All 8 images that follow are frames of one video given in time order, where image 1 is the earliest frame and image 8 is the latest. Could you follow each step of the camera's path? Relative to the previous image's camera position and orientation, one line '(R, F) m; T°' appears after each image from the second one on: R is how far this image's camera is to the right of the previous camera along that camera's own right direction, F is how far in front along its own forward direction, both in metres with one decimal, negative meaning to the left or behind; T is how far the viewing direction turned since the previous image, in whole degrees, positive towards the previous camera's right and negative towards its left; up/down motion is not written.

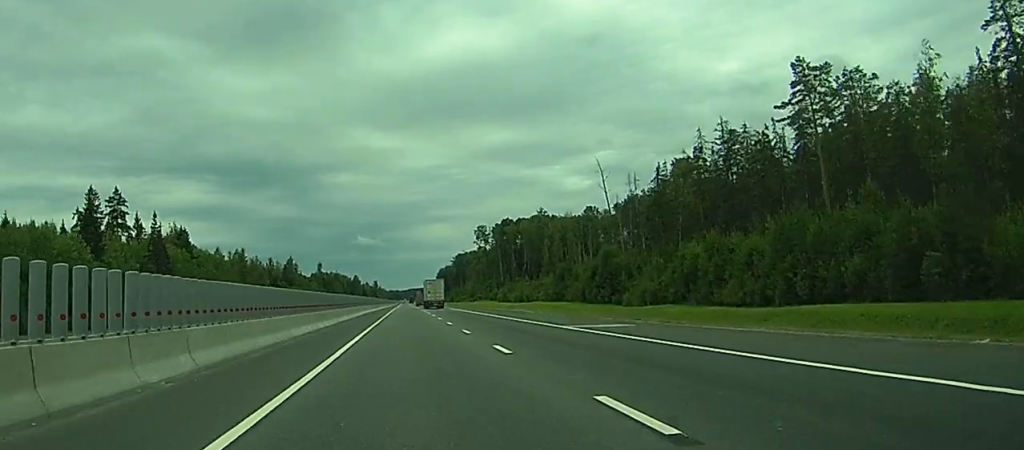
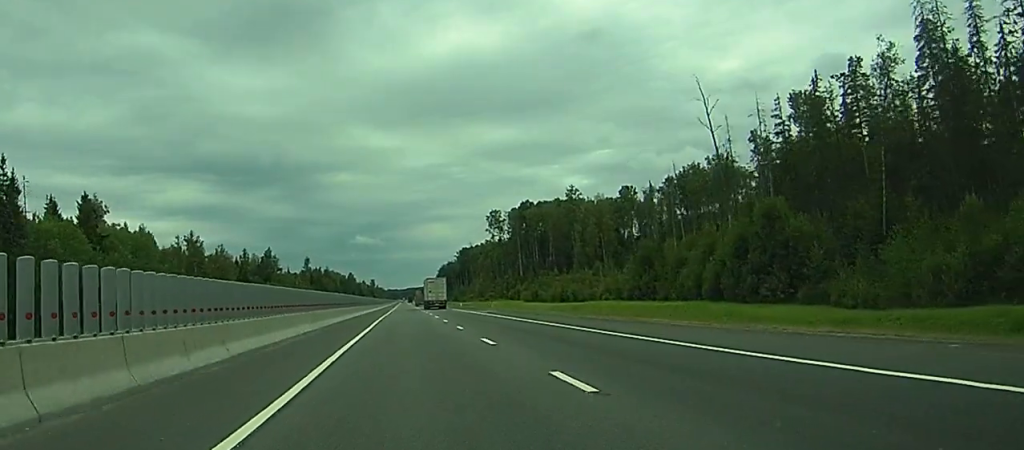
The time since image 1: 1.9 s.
(-0.2, +56.3) m; 0°
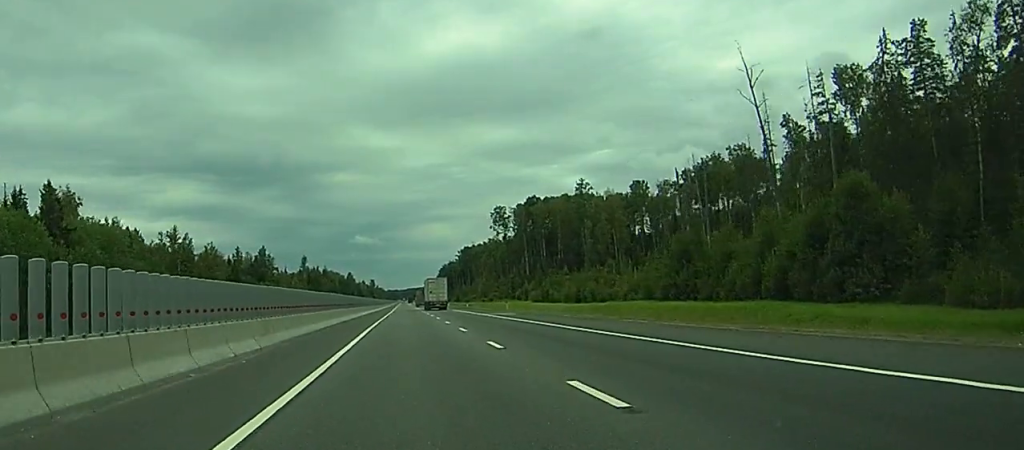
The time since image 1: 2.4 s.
(0.0, +13.8) m; 0°
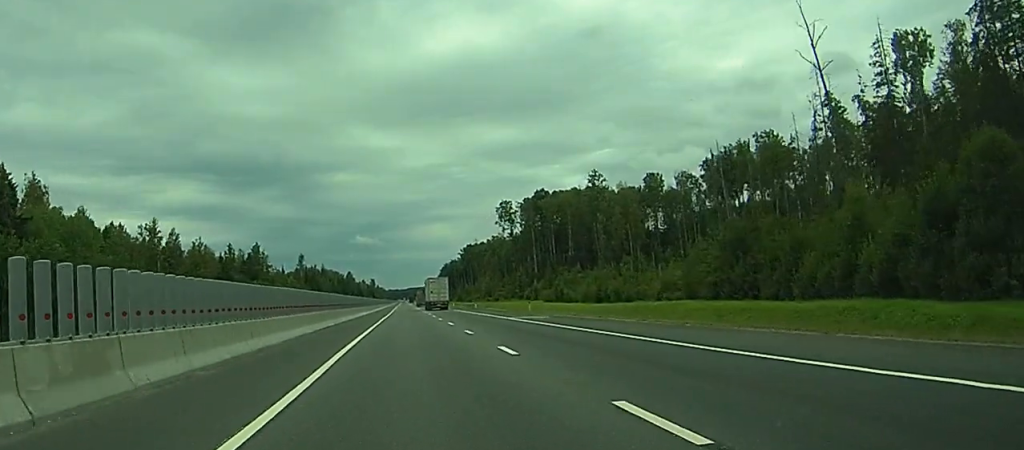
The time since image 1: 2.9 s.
(0.0, +15.0) m; 0°
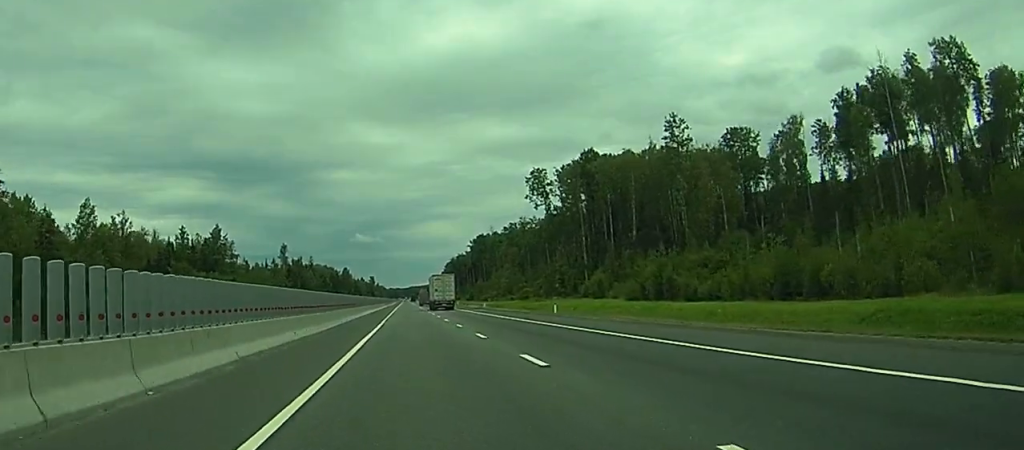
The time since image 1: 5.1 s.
(0.0, +67.3) m; 0°
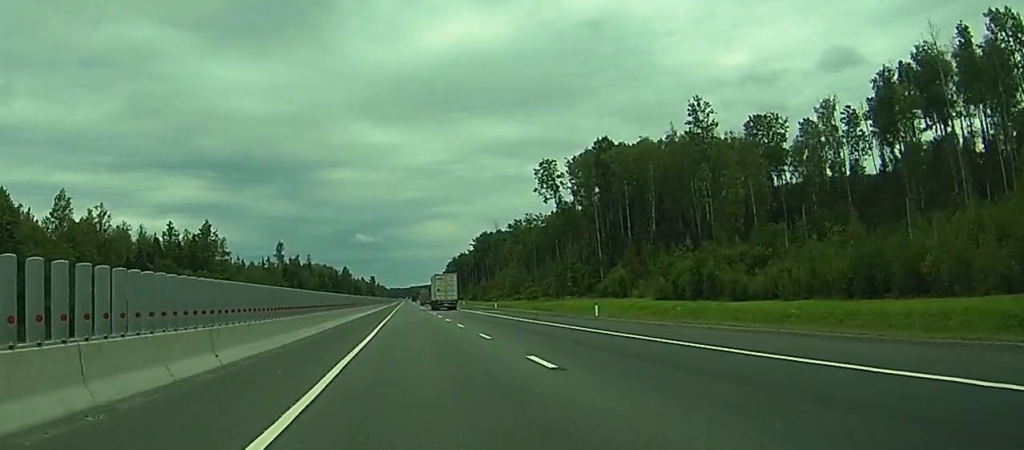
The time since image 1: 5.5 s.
(0.0, +13.4) m; 0°
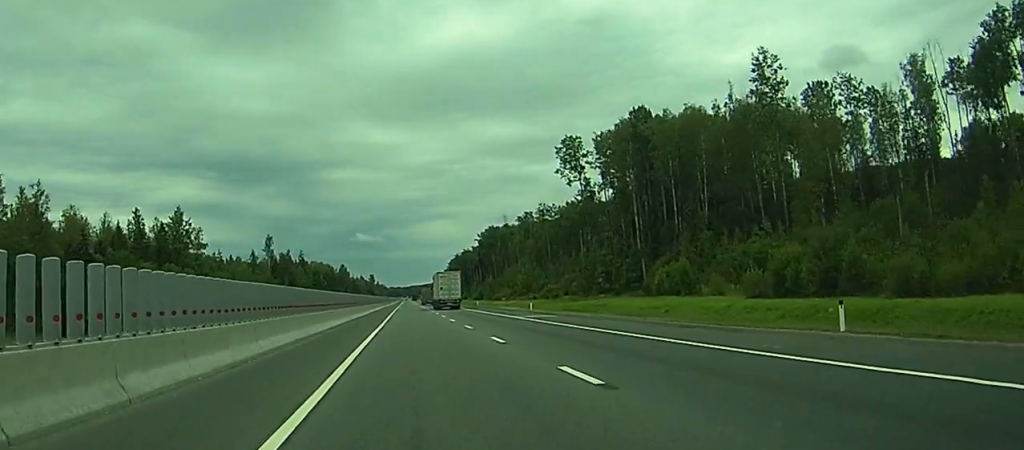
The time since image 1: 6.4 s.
(-0.2, +25.7) m; 0°
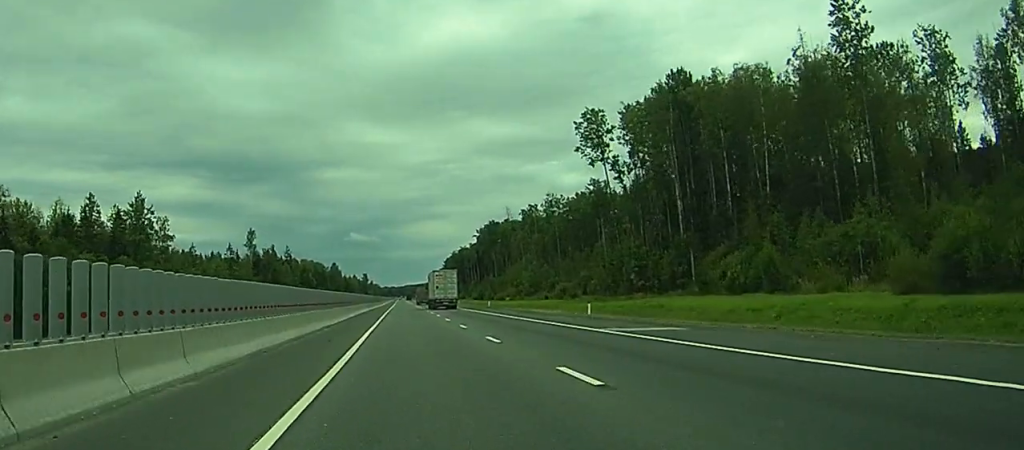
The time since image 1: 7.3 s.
(0.0, +22.0) m; 0°
